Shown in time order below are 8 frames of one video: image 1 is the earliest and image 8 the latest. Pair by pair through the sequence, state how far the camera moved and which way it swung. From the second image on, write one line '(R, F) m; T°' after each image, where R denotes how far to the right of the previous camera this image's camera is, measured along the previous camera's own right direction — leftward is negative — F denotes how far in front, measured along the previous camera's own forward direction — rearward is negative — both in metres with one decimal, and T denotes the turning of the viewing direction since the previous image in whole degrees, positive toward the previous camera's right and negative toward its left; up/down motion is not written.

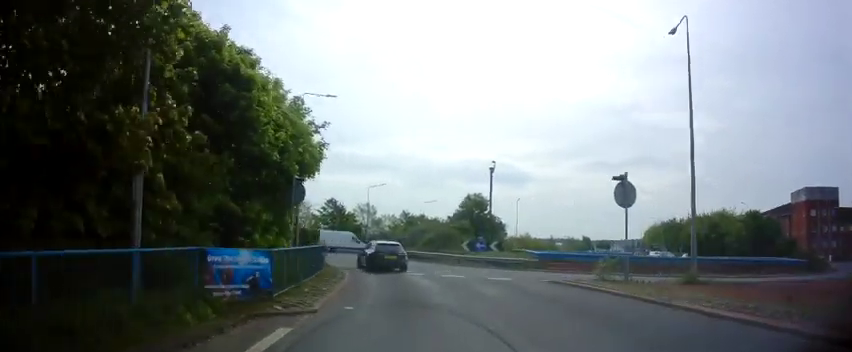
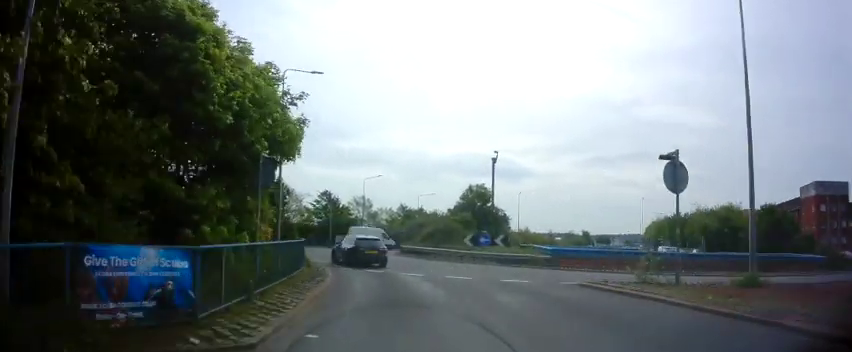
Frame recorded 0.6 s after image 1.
(0.0, +3.5) m; -1°
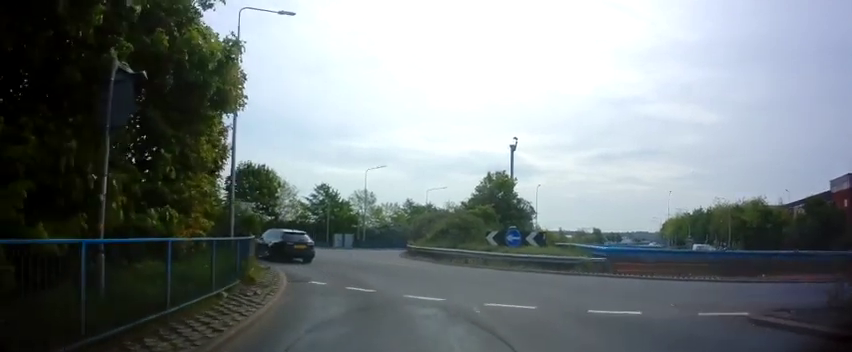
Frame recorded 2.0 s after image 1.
(-0.4, +7.6) m; -3°
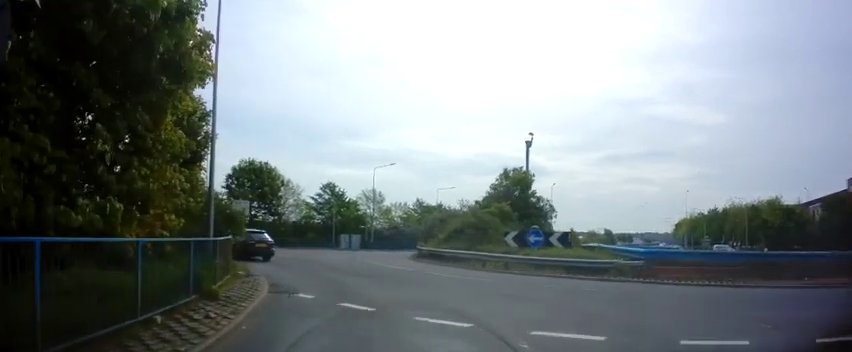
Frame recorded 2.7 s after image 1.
(0.0, +2.9) m; +1°
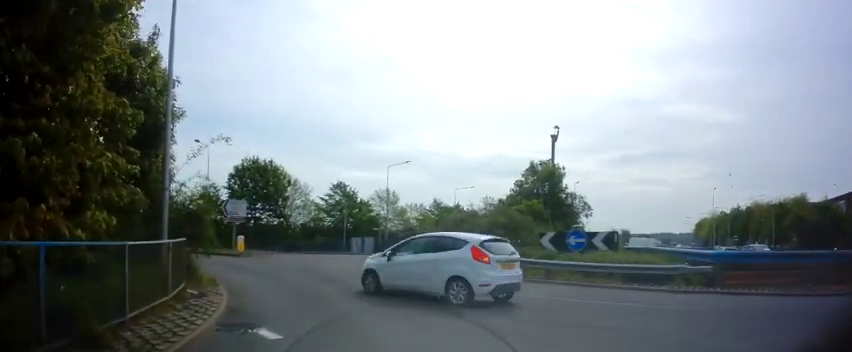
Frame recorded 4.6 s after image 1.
(0.0, +4.4) m; -4°
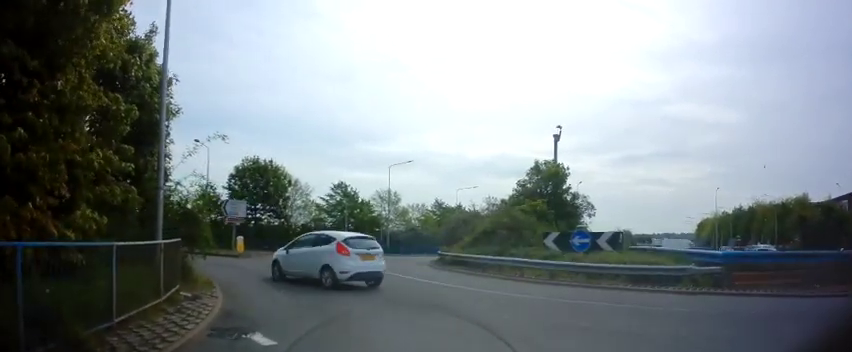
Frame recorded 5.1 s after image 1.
(-0.2, +0.5) m; 0°
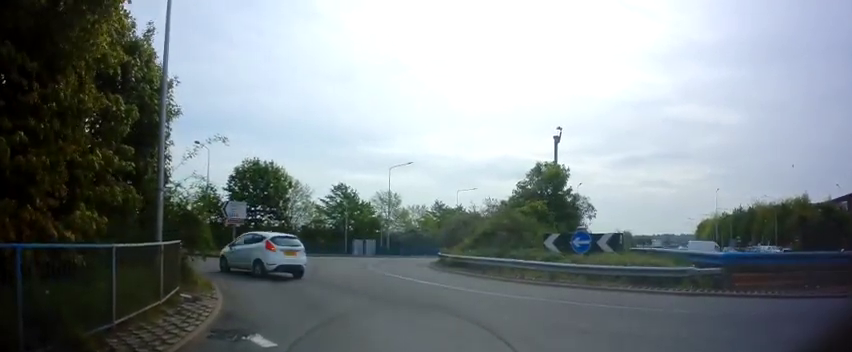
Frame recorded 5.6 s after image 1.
(-0.1, +0.2) m; 0°
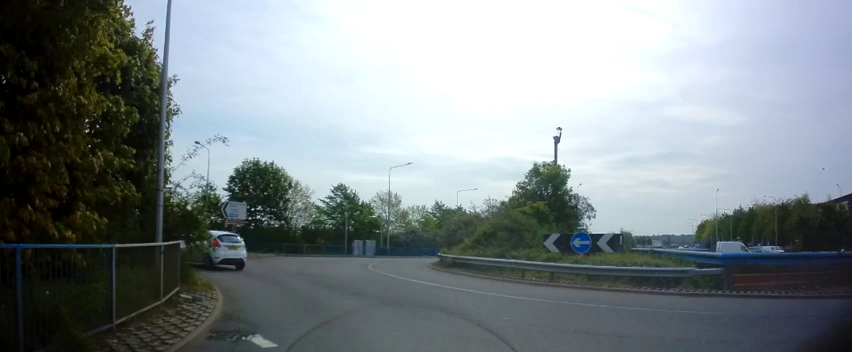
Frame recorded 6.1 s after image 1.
(0.0, +0.2) m; 0°
